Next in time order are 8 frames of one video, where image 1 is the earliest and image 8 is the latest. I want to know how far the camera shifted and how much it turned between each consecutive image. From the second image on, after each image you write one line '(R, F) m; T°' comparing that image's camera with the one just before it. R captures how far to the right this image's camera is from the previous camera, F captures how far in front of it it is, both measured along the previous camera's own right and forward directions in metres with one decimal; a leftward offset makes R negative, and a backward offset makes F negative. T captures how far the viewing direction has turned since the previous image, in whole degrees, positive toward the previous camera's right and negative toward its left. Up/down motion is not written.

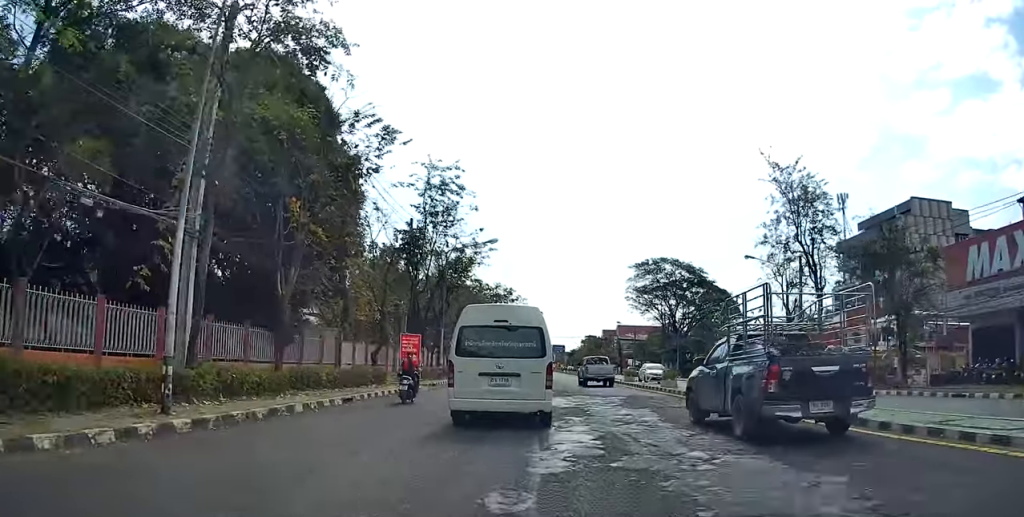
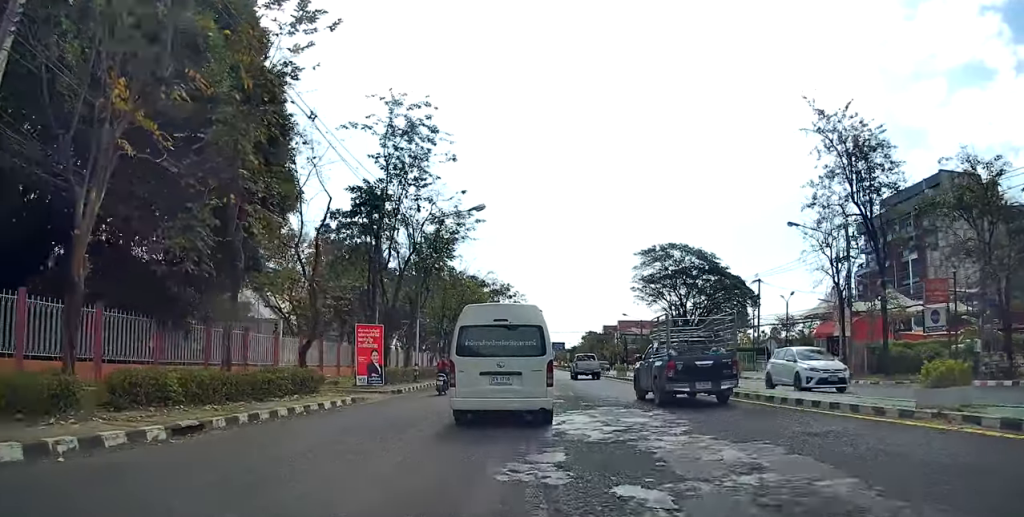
(+0.4, +9.1) m; +2°
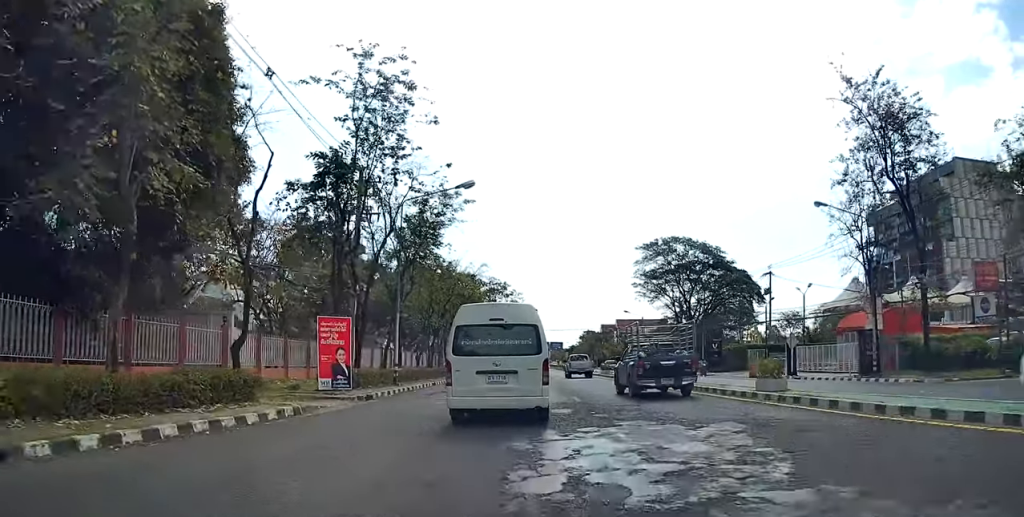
(0.0, +4.7) m; -1°
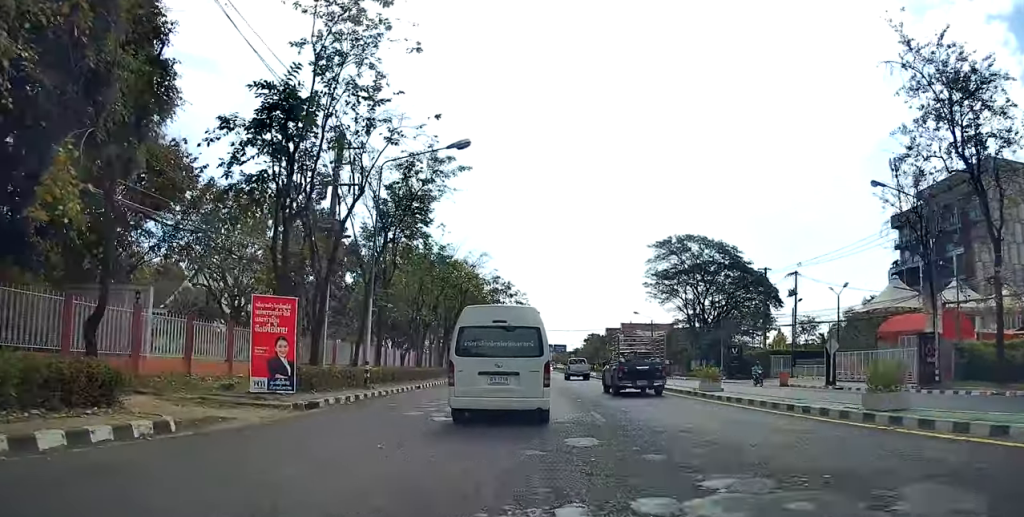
(-0.1, +6.1) m; -1°
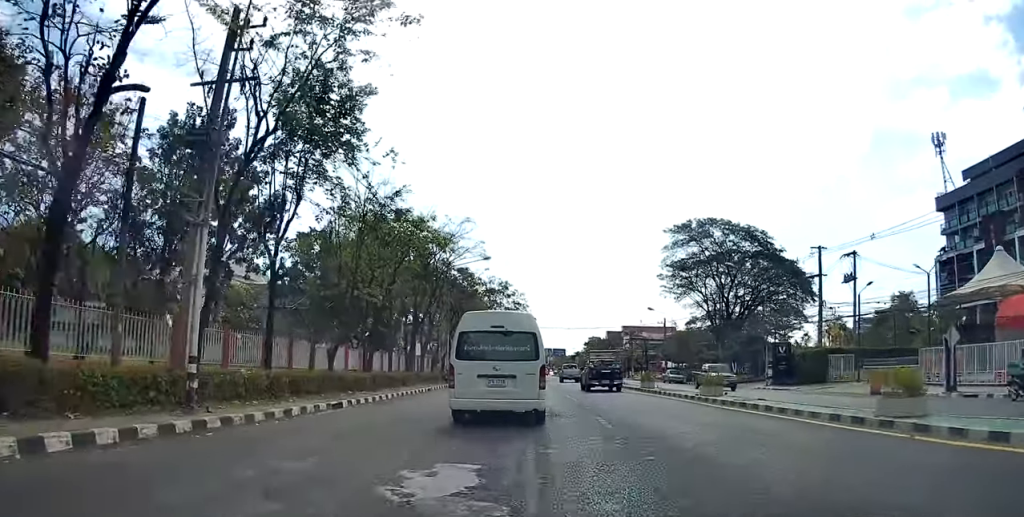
(0.0, +12.6) m; 0°
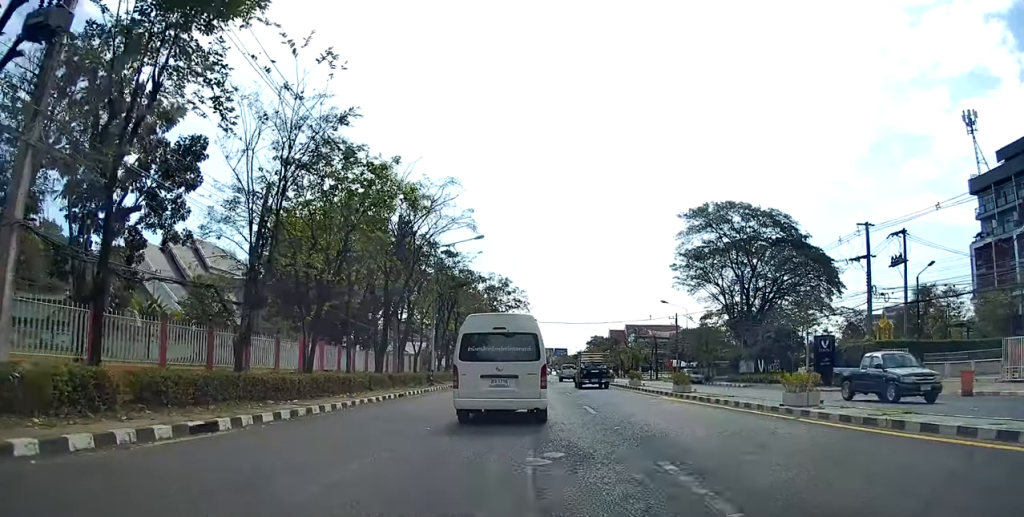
(+0.1, +7.7) m; 0°
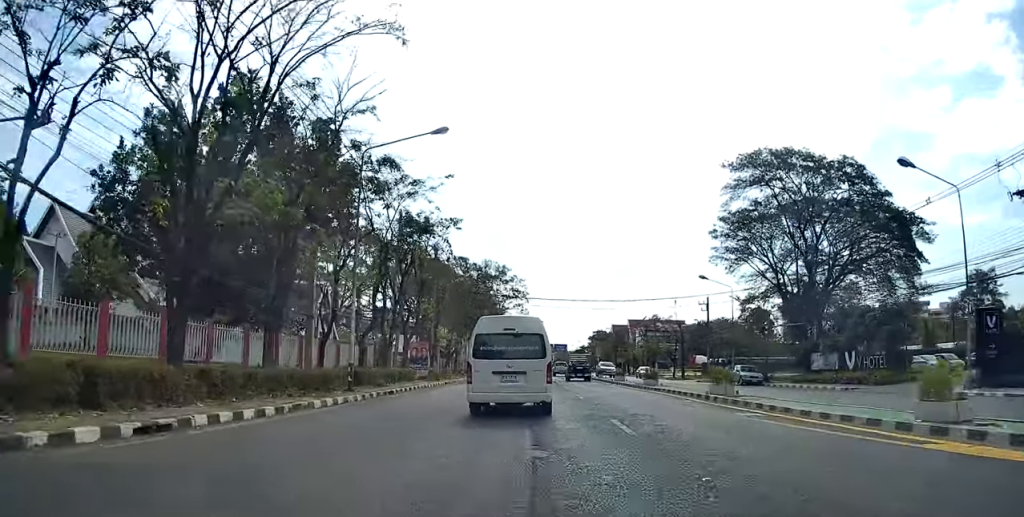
(+0.2, +17.8) m; +1°
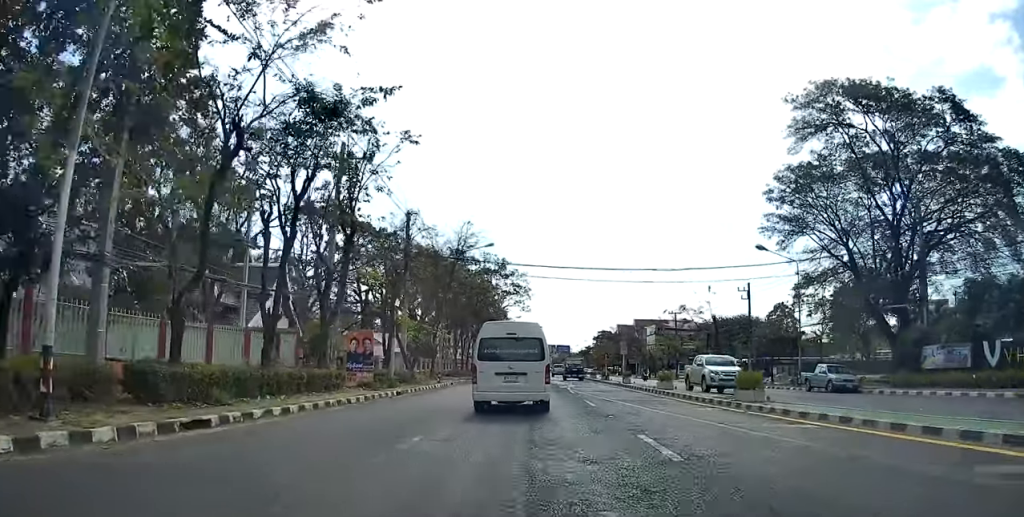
(-0.5, +14.9) m; -1°
